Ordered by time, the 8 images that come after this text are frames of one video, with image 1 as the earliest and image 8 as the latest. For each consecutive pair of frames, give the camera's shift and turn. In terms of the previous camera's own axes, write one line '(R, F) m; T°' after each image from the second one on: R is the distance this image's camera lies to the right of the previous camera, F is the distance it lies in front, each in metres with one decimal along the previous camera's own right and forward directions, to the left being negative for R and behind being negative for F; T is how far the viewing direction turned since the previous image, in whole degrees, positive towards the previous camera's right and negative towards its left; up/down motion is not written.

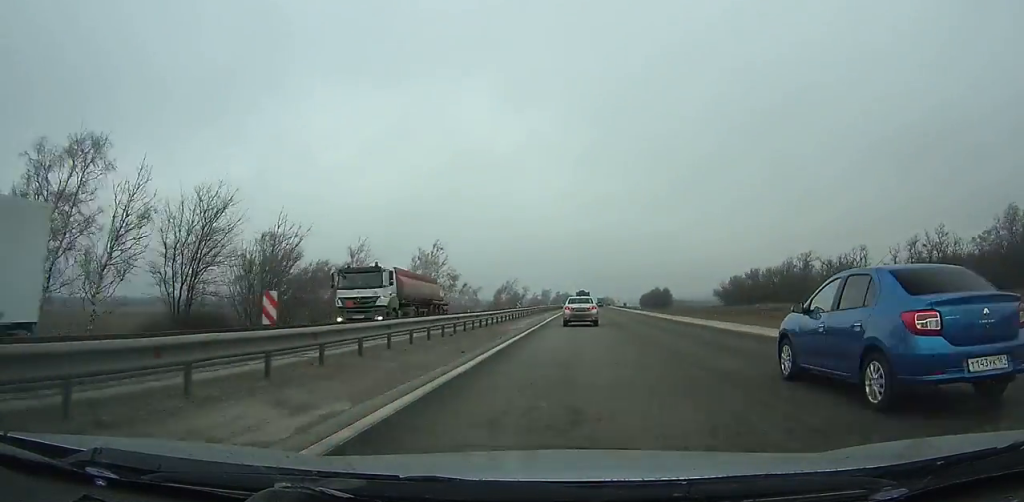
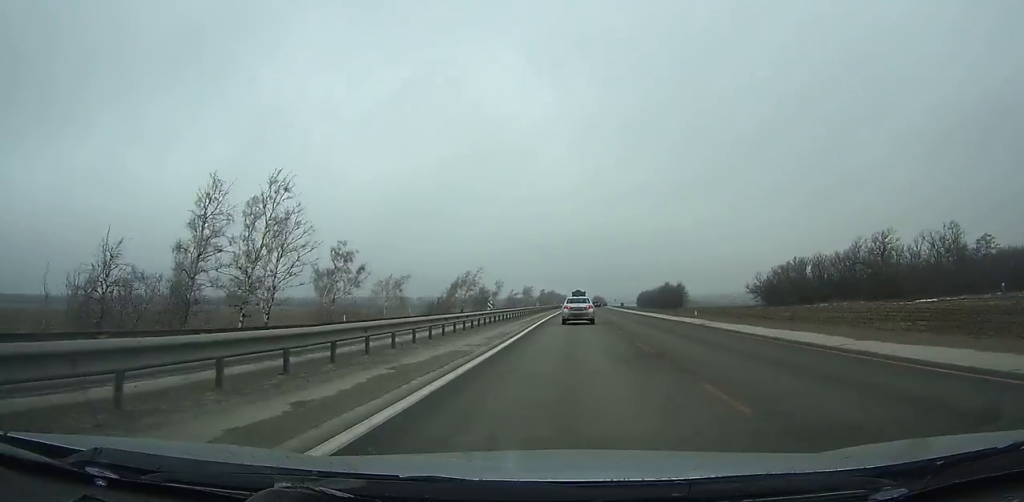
(+0.4, +53.8) m; +1°
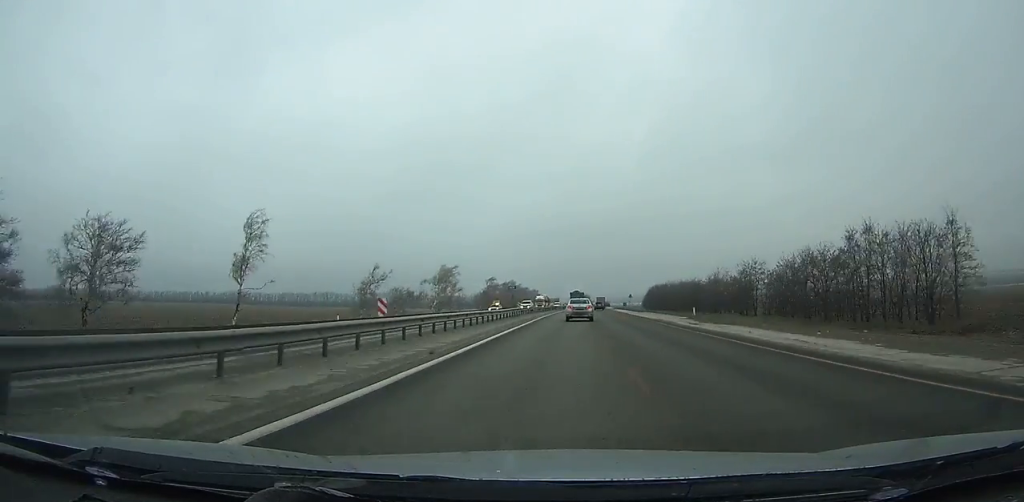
(+2.4, +138.4) m; +2°
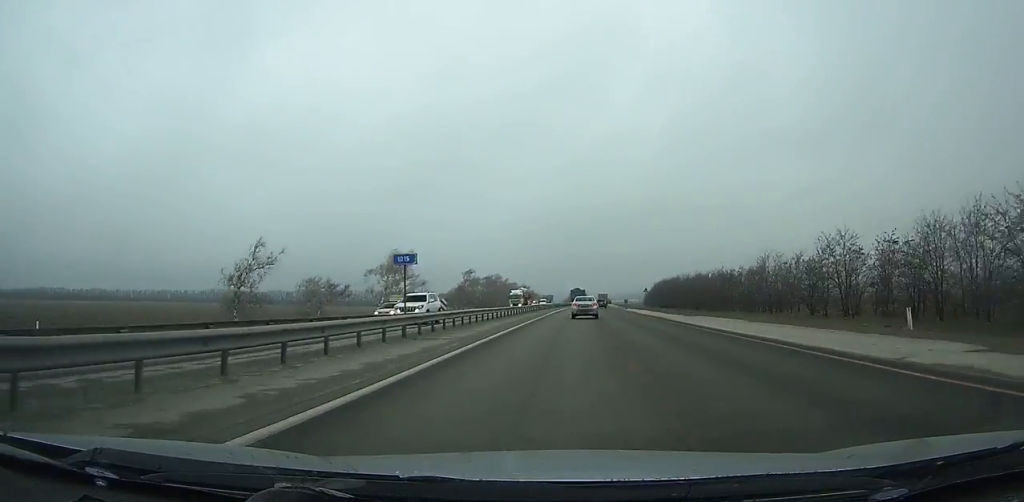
(+0.2, +31.8) m; +1°
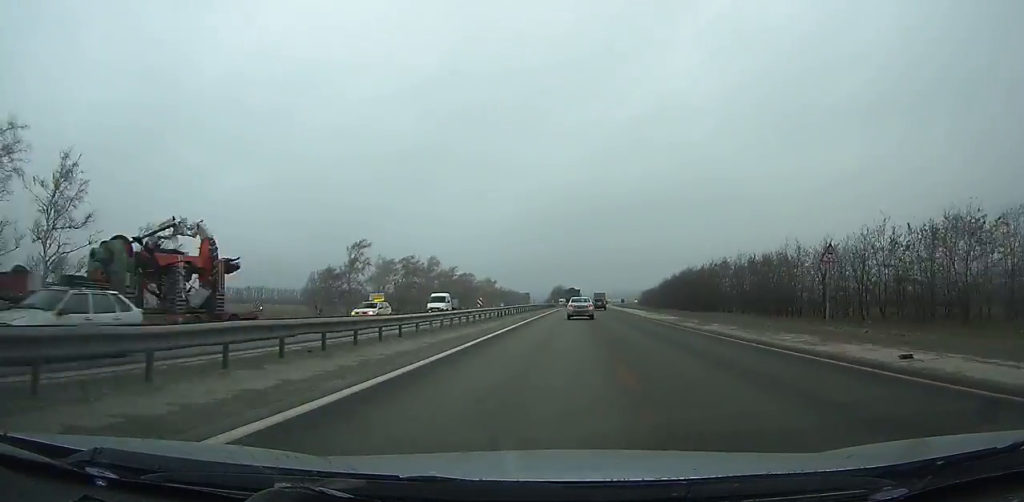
(+0.7, +69.3) m; +1°
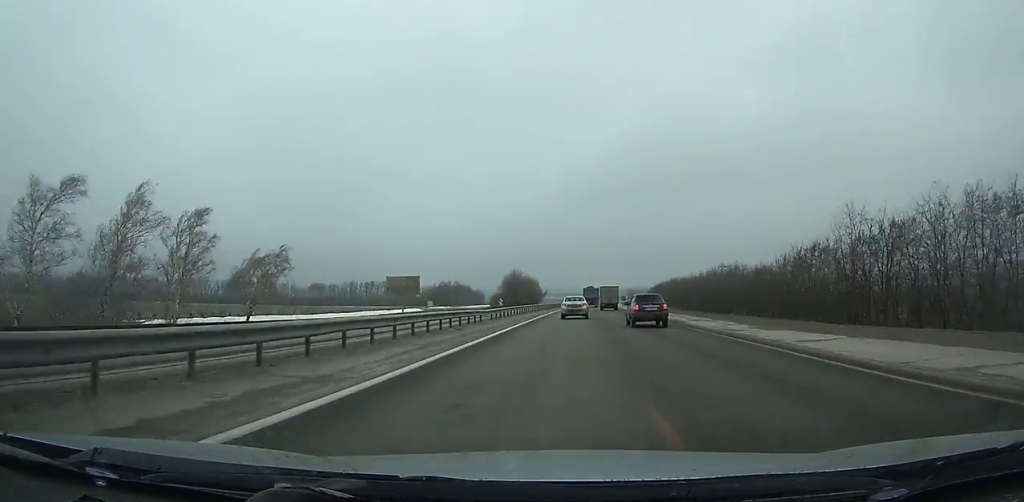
(+3.5, +153.7) m; +3°
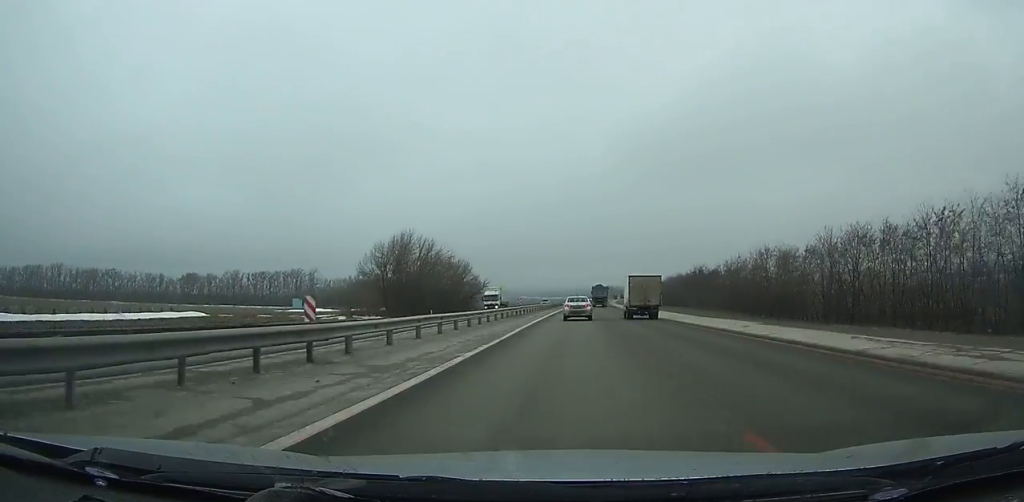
(+2.4, +112.3) m; +2°
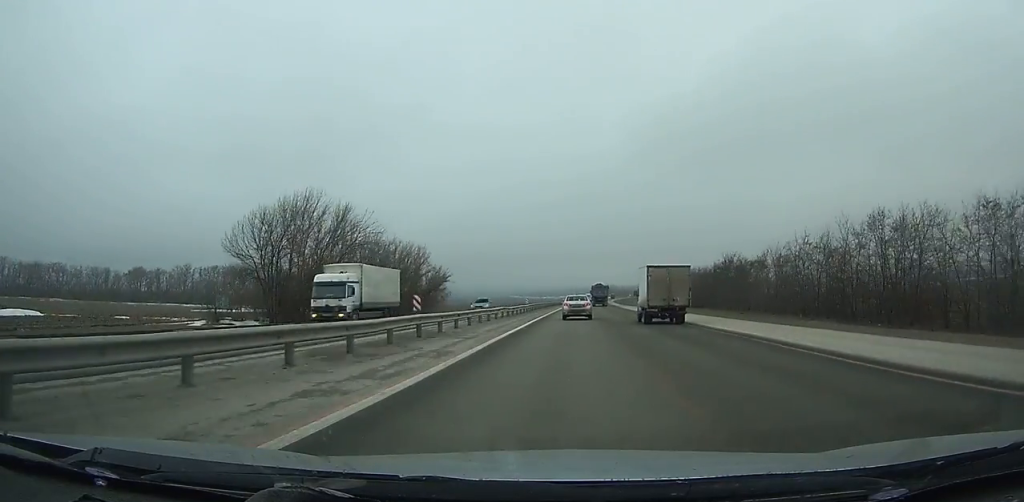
(0.0, +33.1) m; +1°
